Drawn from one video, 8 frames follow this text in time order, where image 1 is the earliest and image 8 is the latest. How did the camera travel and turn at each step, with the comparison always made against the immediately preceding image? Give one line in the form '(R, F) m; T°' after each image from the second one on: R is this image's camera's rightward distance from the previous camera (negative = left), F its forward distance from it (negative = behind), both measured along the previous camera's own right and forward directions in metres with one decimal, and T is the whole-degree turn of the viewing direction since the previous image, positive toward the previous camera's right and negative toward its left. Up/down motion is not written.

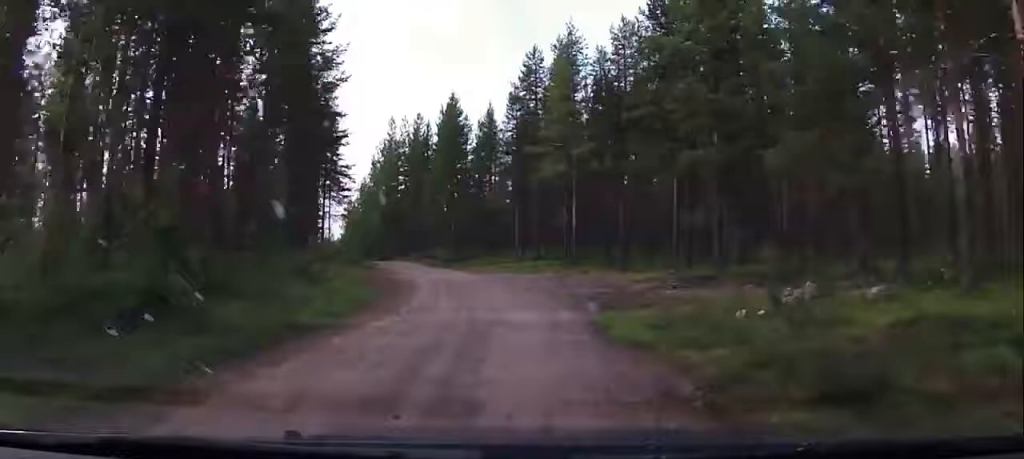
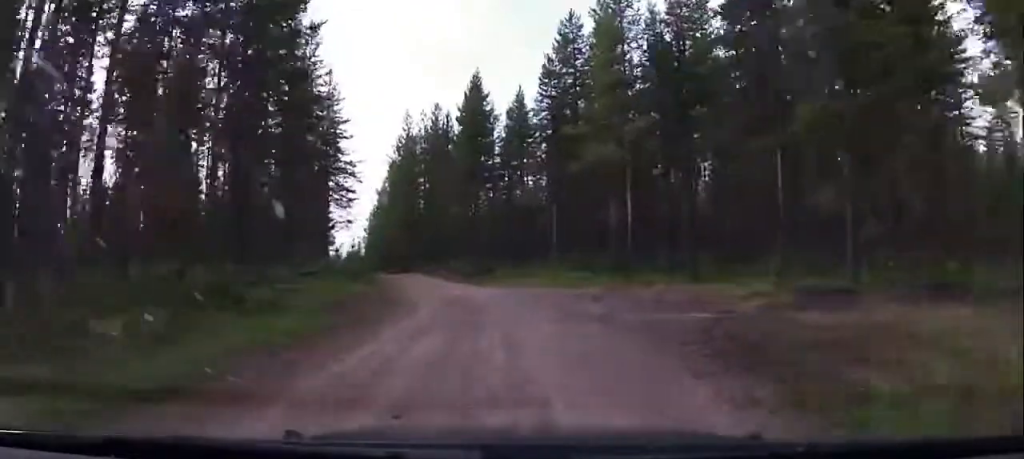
(-0.1, +9.0) m; 0°
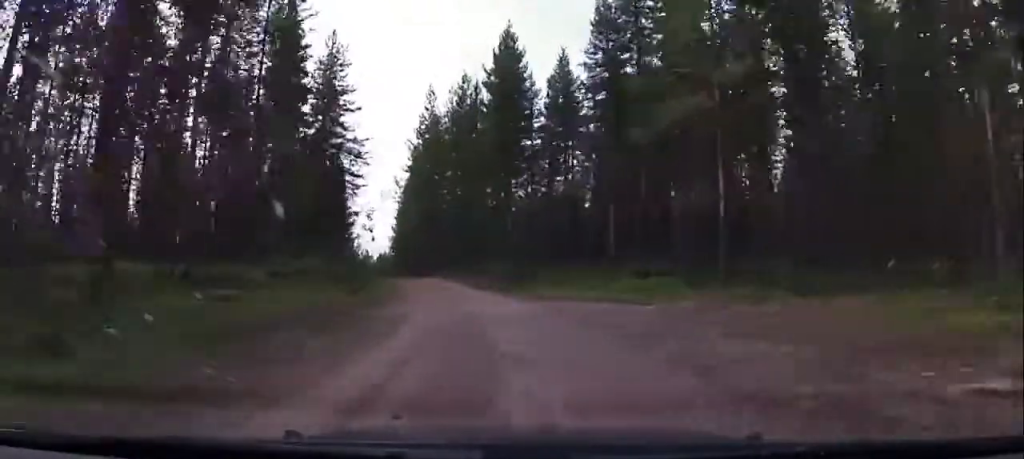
(0.0, +9.0) m; +1°
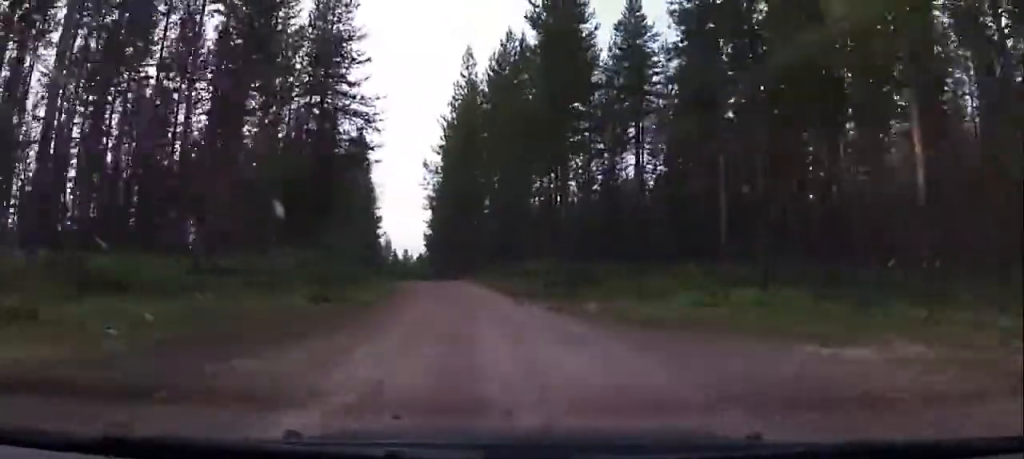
(+0.3, +9.9) m; +1°
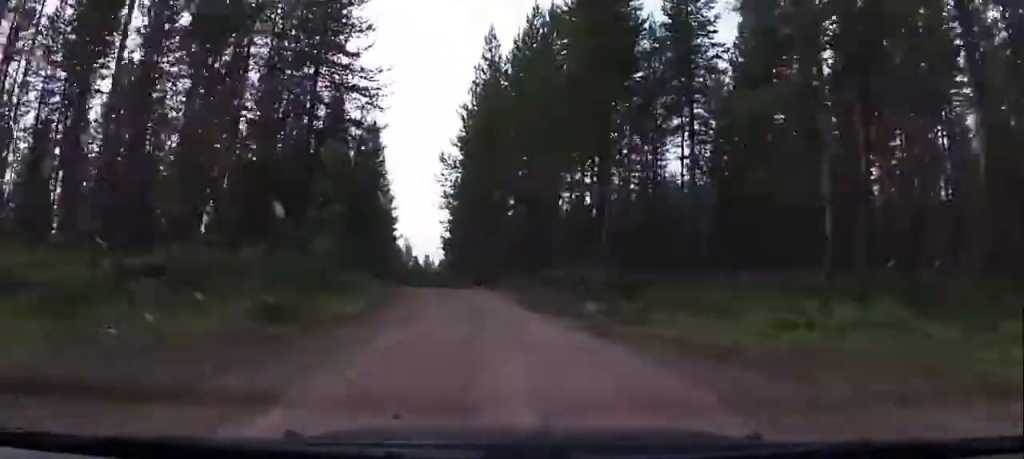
(0.0, +5.8) m; -2°
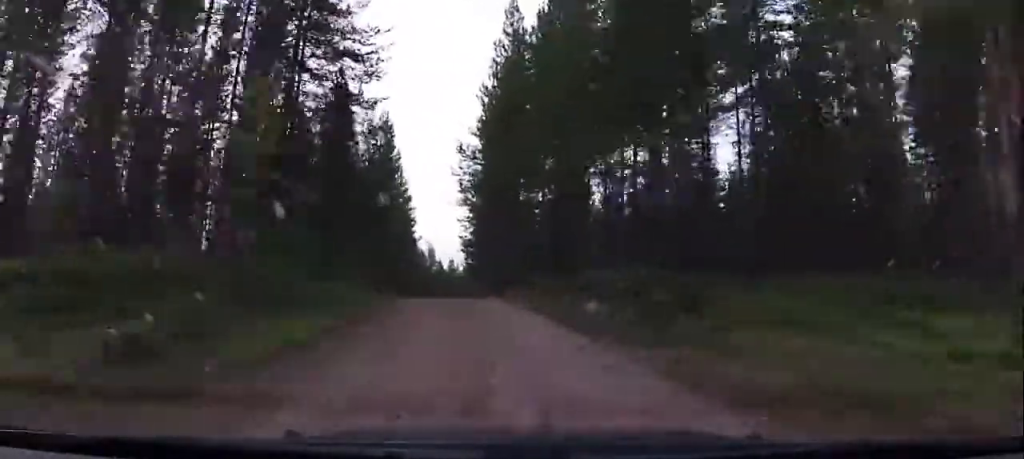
(+0.2, +5.3) m; -2°
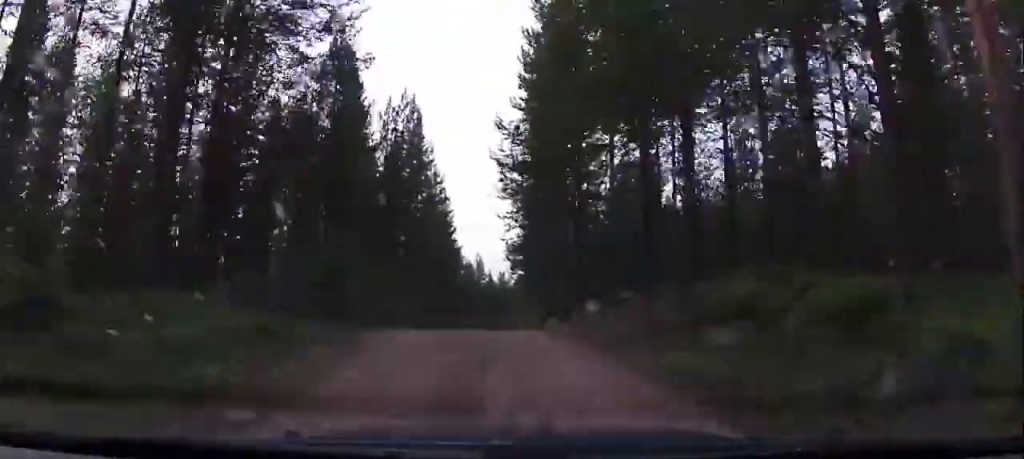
(-0.7, +9.6) m; -6°
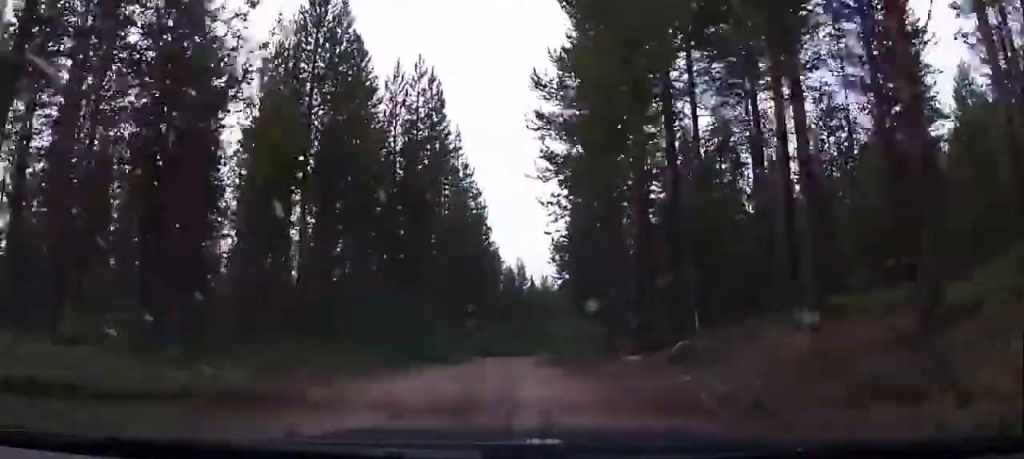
(-0.4, +8.4) m; -4°
